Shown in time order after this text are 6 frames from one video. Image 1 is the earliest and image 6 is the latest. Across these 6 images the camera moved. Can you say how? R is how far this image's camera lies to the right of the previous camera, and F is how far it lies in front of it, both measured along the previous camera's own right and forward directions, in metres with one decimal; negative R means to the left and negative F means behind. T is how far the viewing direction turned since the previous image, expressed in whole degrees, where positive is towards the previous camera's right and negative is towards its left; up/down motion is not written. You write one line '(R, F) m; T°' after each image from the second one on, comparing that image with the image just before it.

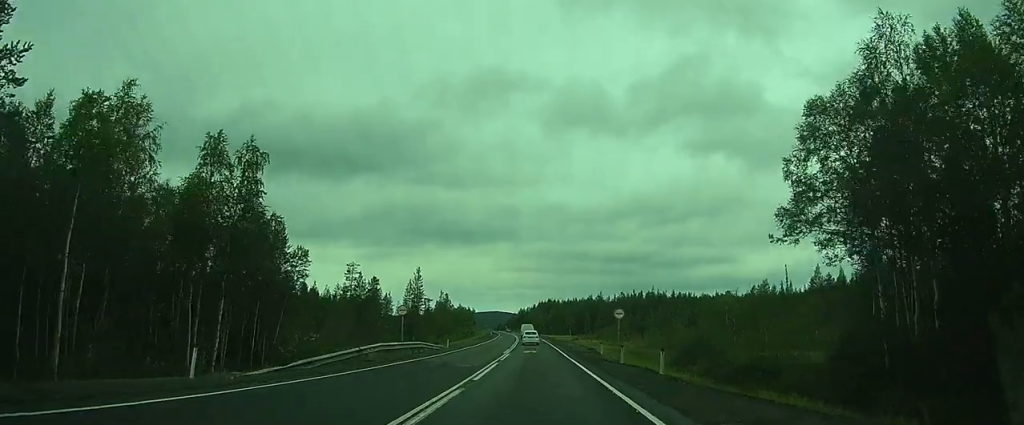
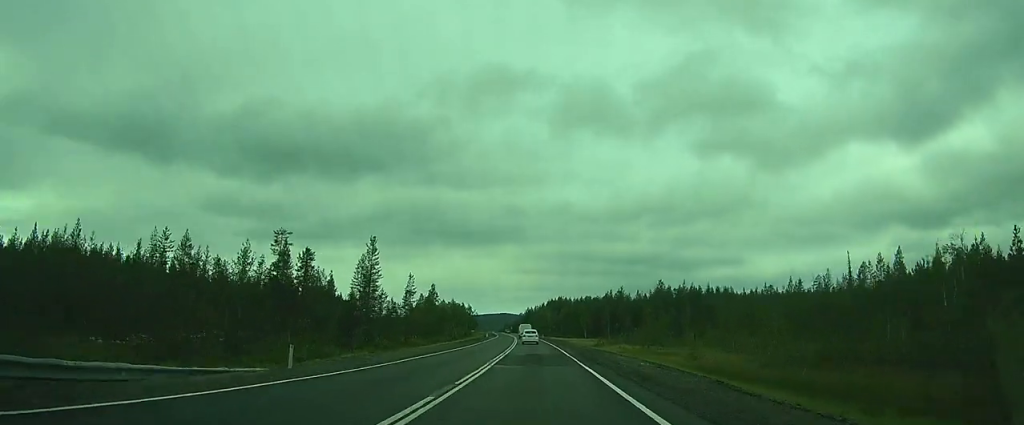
(0.0, +33.4) m; -1°
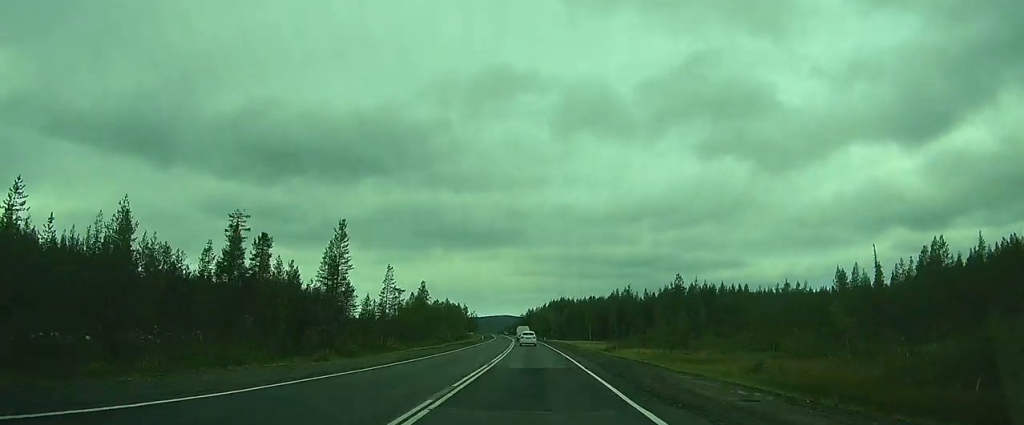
(-0.1, +11.9) m; 0°
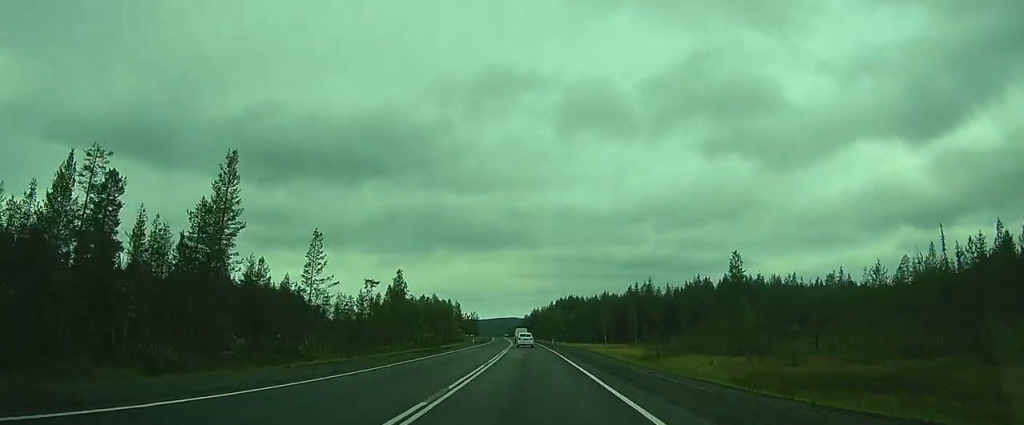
(0.0, +23.7) m; 0°
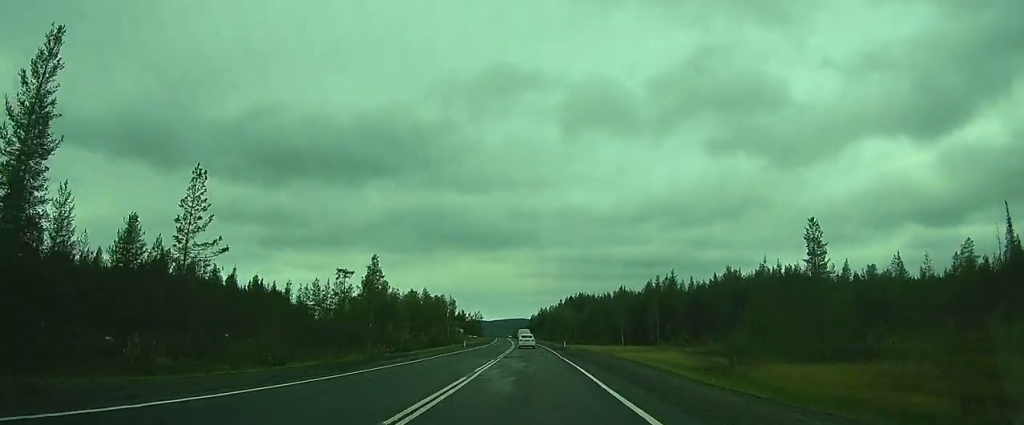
(-0.1, +17.4) m; 0°
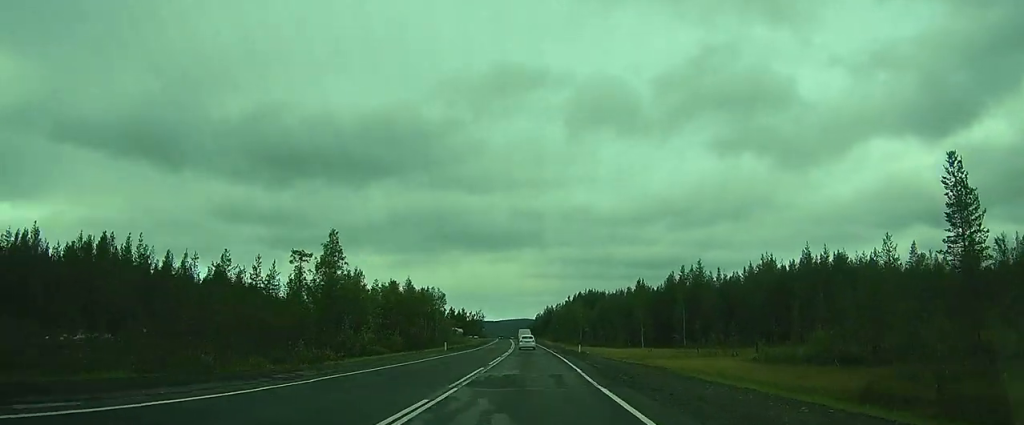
(-0.1, +17.4) m; -1°
